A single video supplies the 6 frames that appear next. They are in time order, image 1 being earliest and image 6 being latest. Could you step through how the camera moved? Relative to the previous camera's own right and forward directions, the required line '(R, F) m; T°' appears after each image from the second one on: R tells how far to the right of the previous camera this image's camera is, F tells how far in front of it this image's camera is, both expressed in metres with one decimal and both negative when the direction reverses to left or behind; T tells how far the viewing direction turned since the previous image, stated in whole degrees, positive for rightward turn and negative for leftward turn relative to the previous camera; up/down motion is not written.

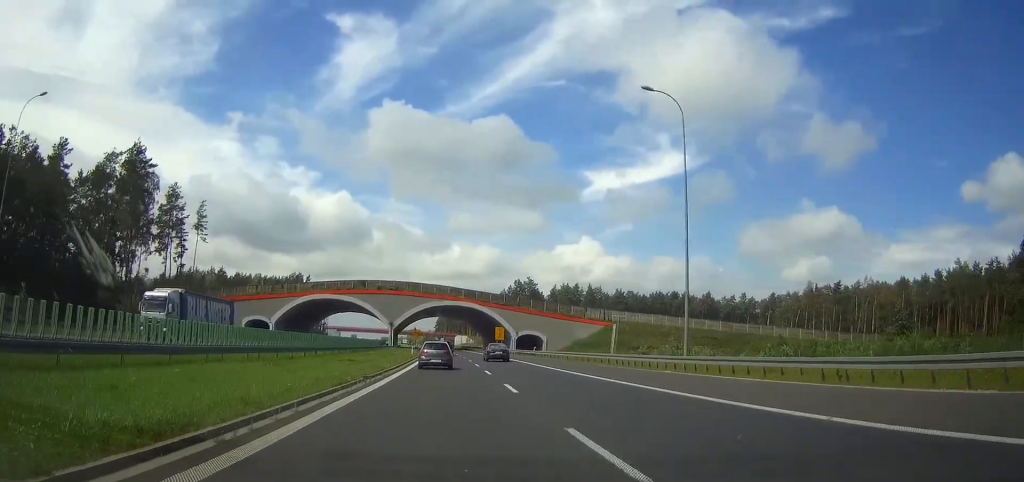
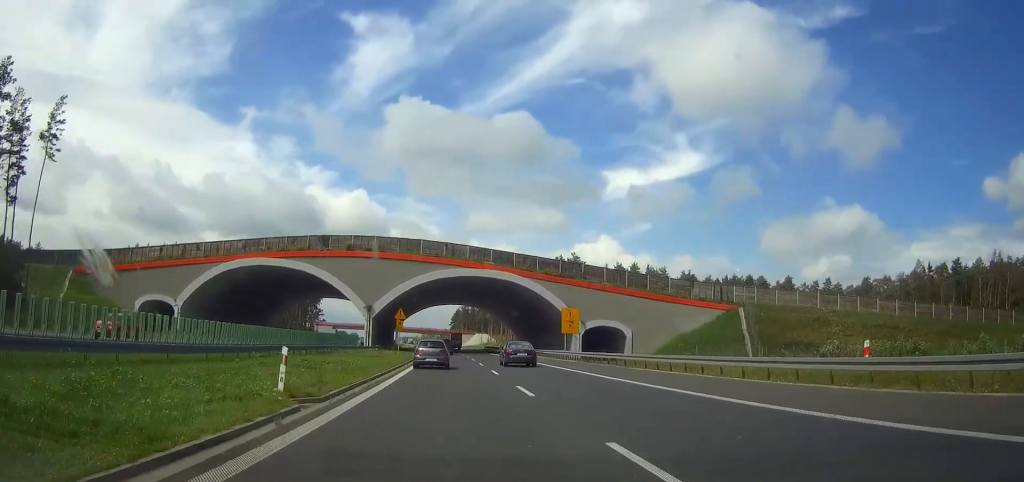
(-0.4, +60.7) m; 0°
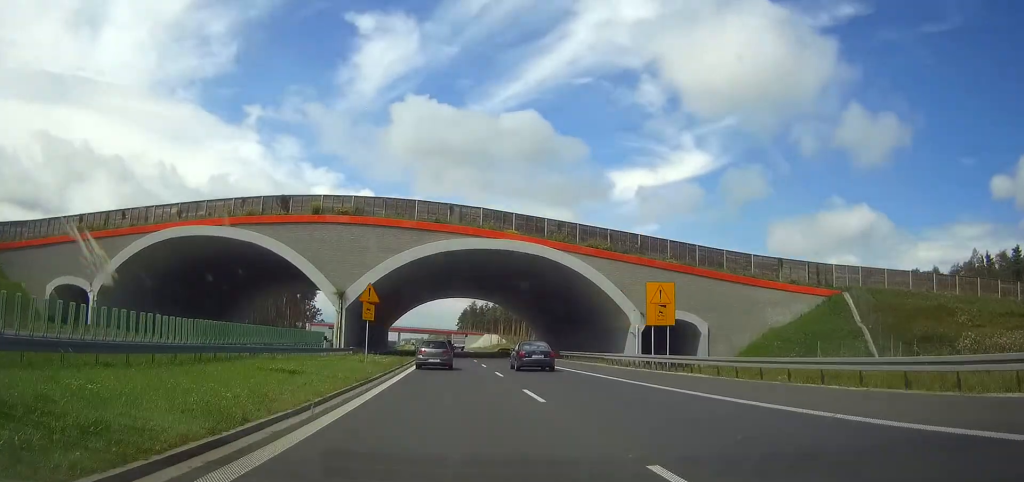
(0.0, +25.5) m; 0°
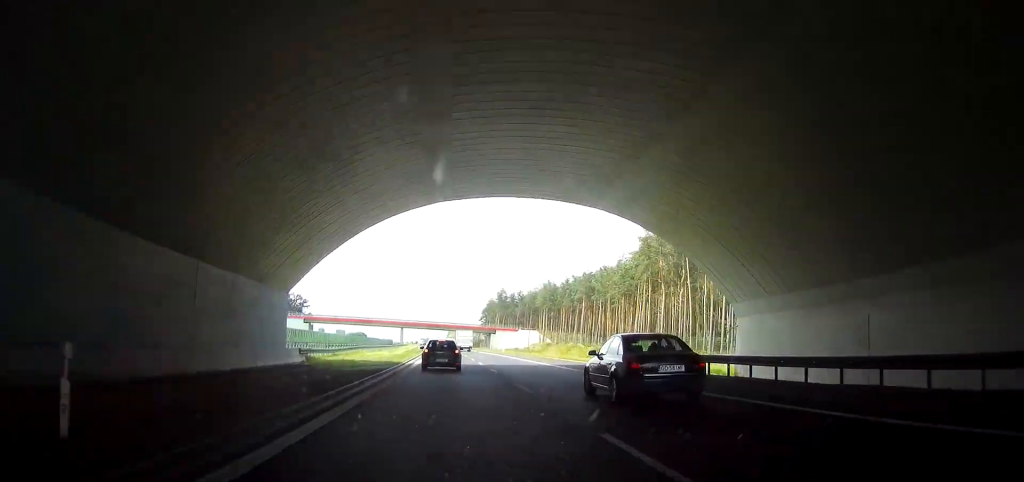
(0.0, +80.9) m; 0°
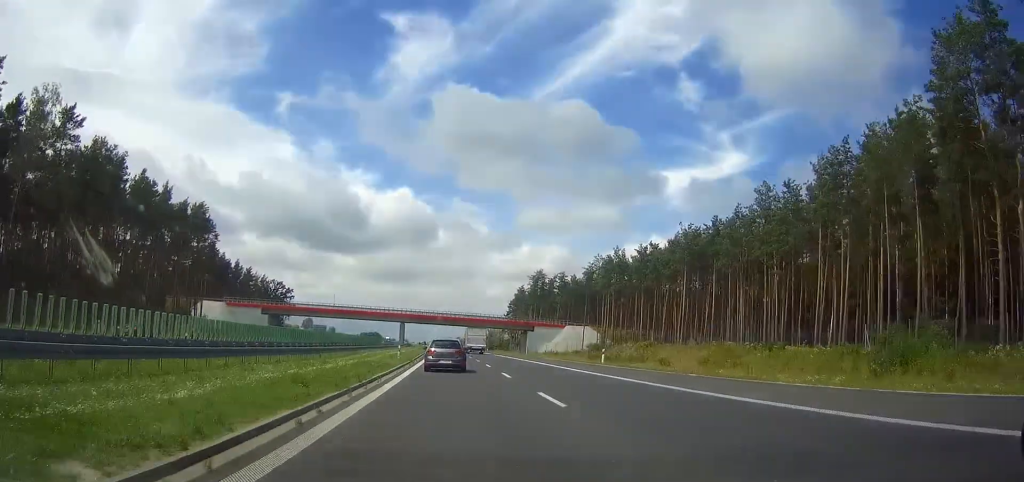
(0.0, +63.8) m; 0°
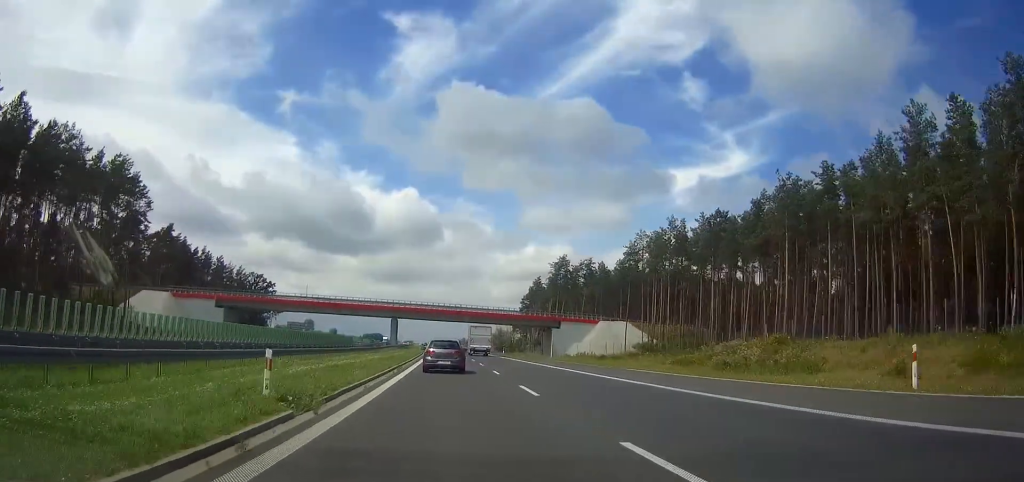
(0.0, +33.3) m; 0°
